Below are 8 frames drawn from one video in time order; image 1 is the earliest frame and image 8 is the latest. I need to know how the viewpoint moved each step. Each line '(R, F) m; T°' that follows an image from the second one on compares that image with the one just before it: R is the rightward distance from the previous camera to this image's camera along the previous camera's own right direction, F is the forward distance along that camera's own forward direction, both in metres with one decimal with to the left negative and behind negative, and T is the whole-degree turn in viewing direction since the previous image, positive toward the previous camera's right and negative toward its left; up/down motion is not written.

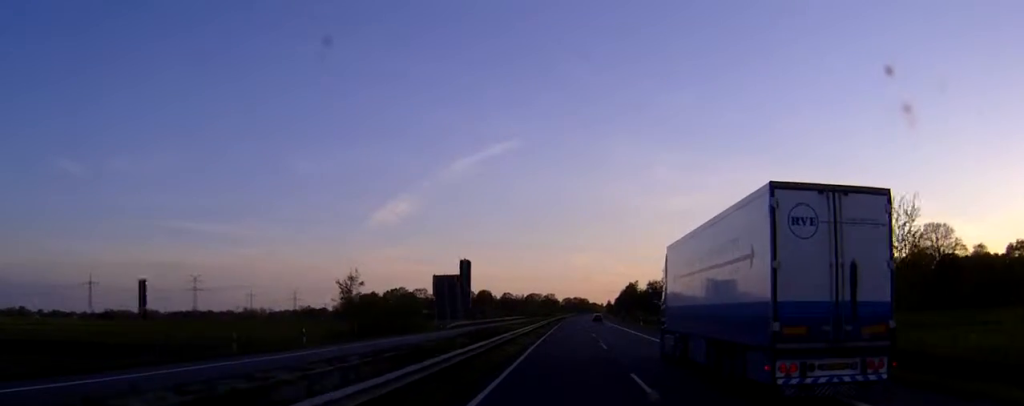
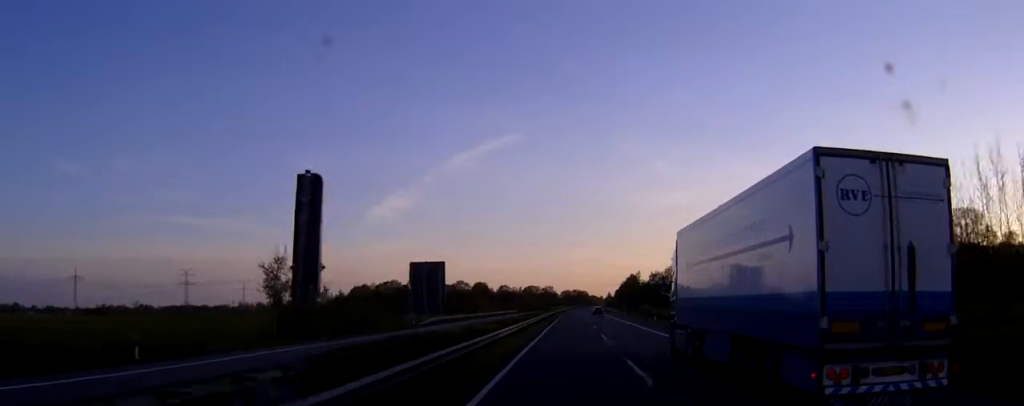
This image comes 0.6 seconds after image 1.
(0.0, +16.6) m; 0°
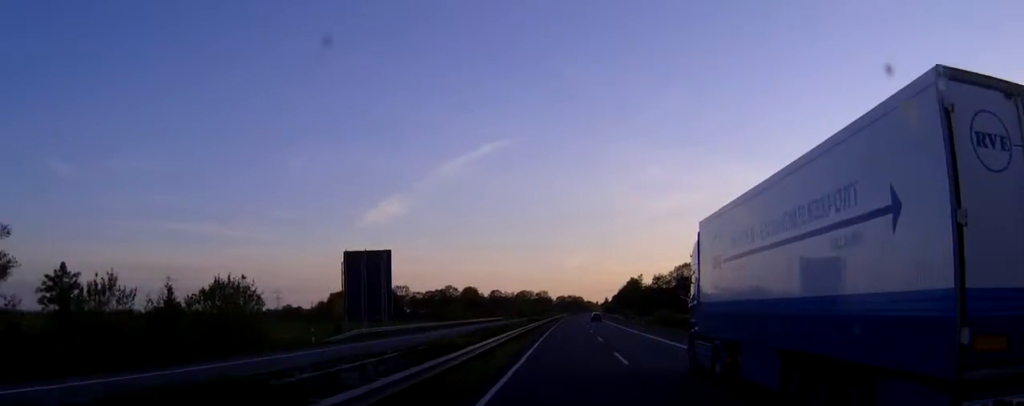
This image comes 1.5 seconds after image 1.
(+0.1, +28.3) m; 0°
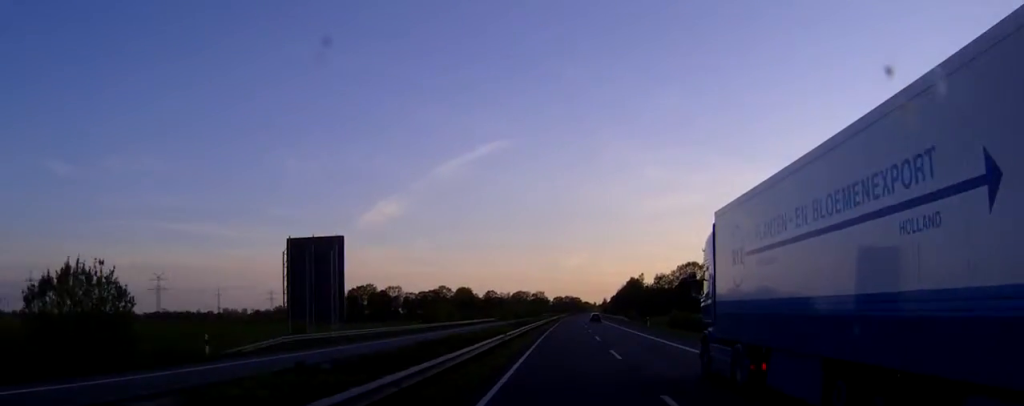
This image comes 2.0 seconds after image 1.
(0.0, +14.6) m; 0°
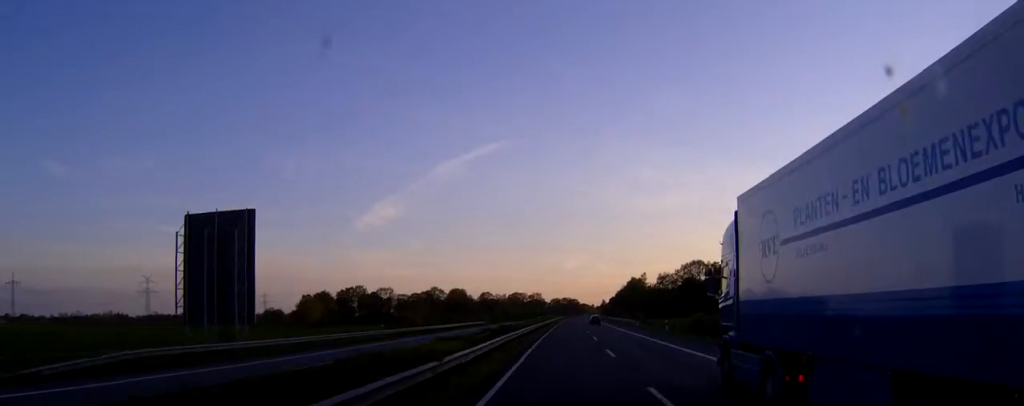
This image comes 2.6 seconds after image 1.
(0.0, +16.5) m; 0°
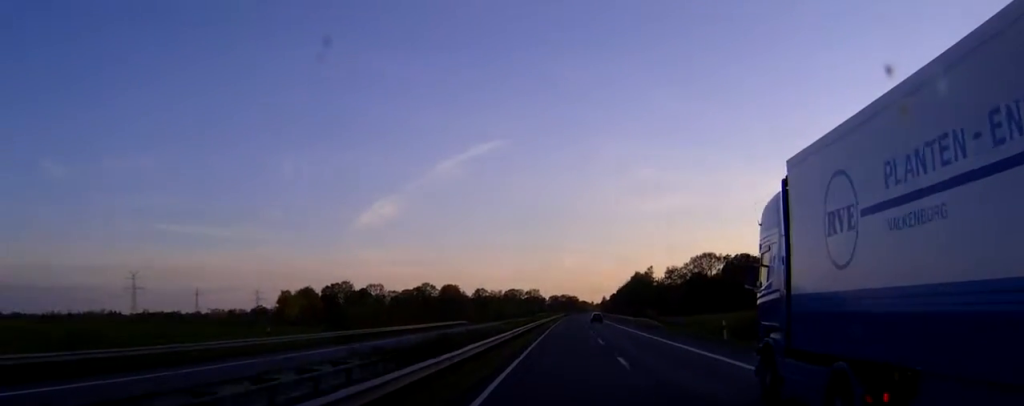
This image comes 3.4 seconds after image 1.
(0.0, +23.4) m; 0°
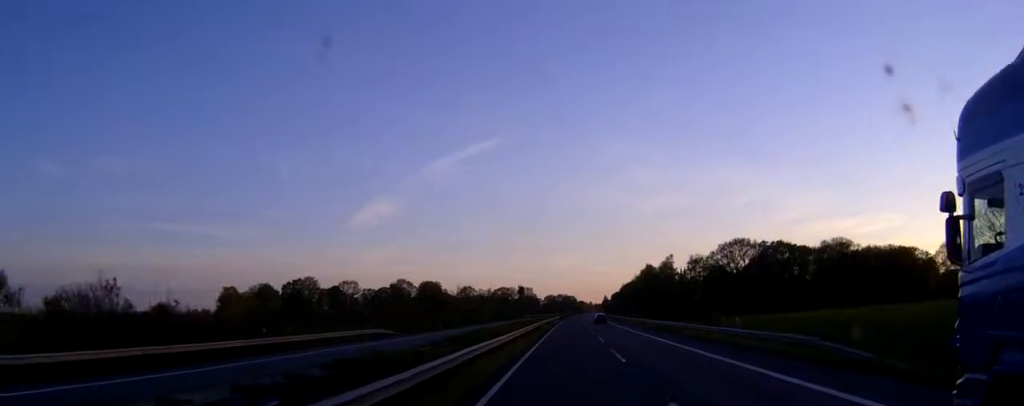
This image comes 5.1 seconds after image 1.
(+0.2, +50.6) m; 0°
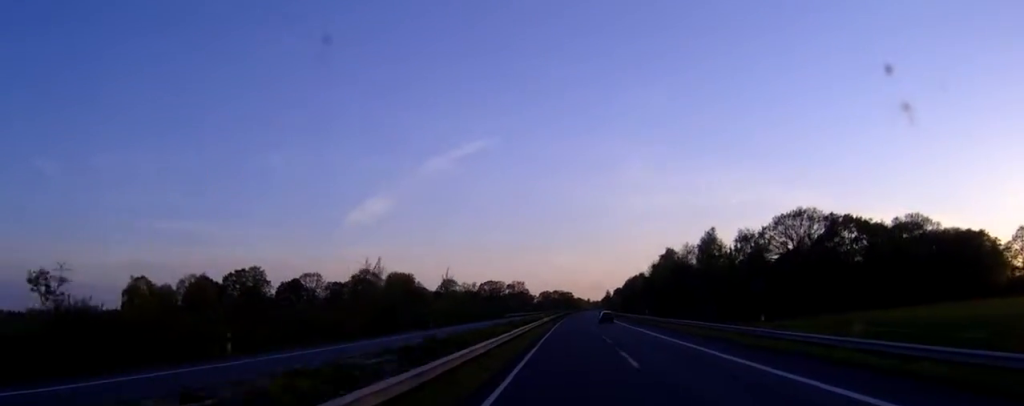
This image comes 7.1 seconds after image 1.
(+0.1, +57.1) m; +1°
